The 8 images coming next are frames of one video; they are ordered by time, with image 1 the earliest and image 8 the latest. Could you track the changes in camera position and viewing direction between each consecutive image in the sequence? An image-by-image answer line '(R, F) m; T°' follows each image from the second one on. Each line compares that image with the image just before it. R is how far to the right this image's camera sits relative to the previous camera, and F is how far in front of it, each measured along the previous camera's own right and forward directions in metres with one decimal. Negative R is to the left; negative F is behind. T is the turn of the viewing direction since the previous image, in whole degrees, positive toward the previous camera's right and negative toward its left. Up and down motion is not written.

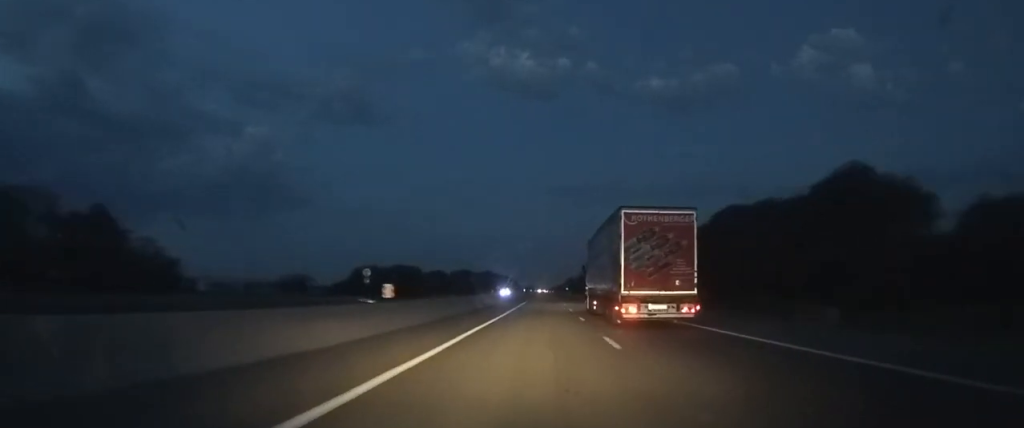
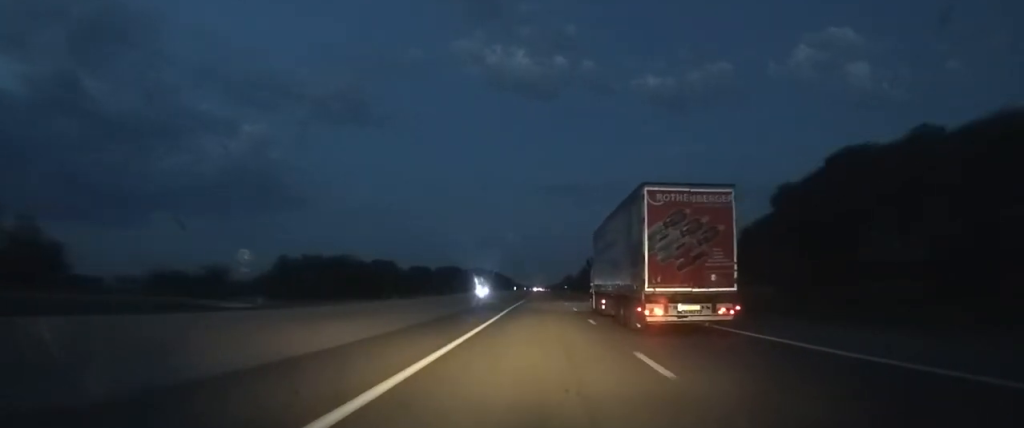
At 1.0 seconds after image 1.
(+0.1, +37.0) m; 0°
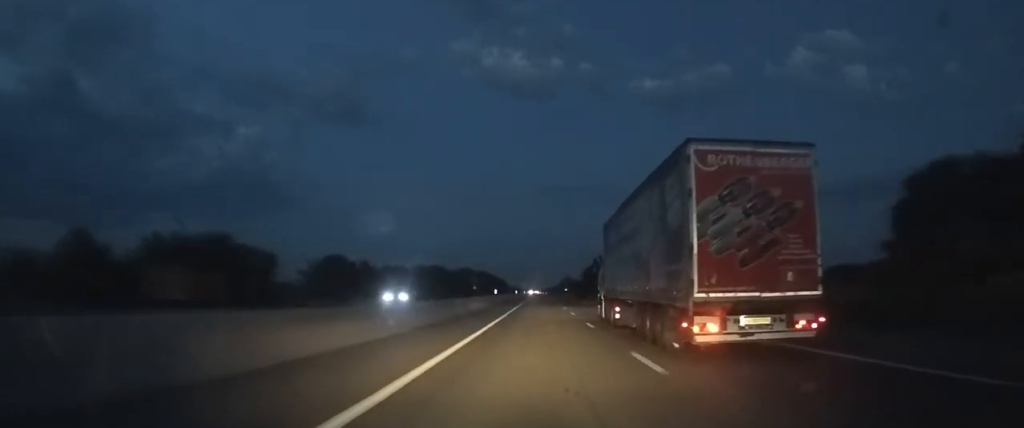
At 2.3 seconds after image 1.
(0.0, +43.0) m; 0°
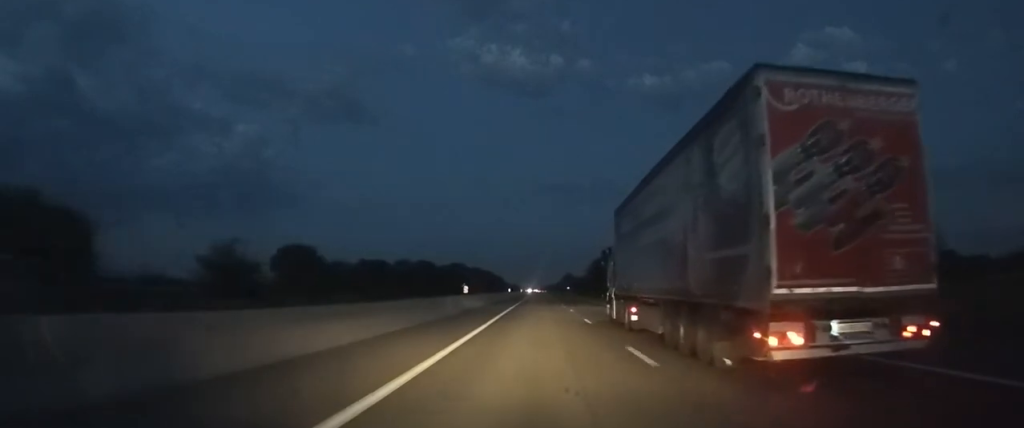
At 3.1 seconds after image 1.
(+0.1, +24.5) m; 0°
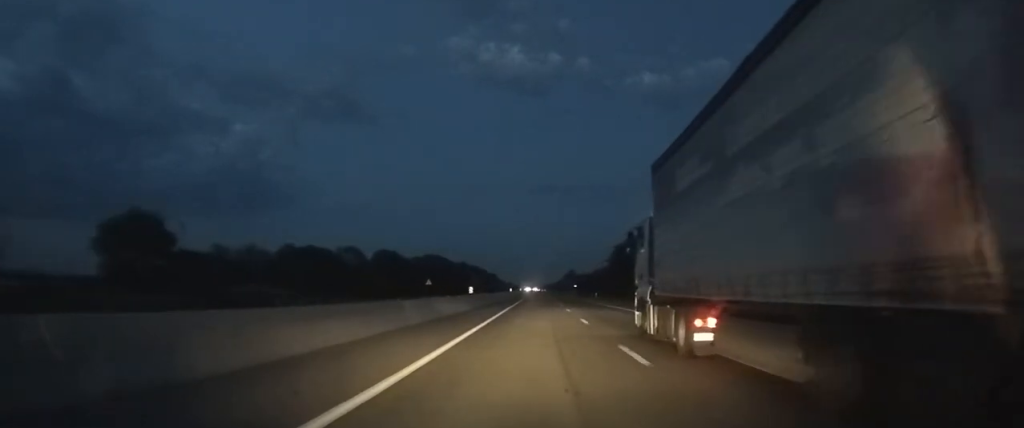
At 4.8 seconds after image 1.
(0.0, +43.3) m; 0°
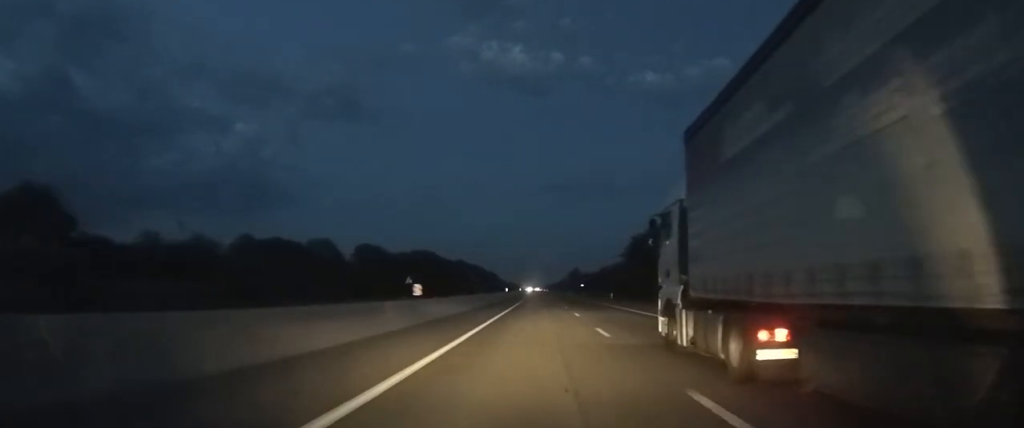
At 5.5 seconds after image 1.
(0.0, +15.0) m; 0°
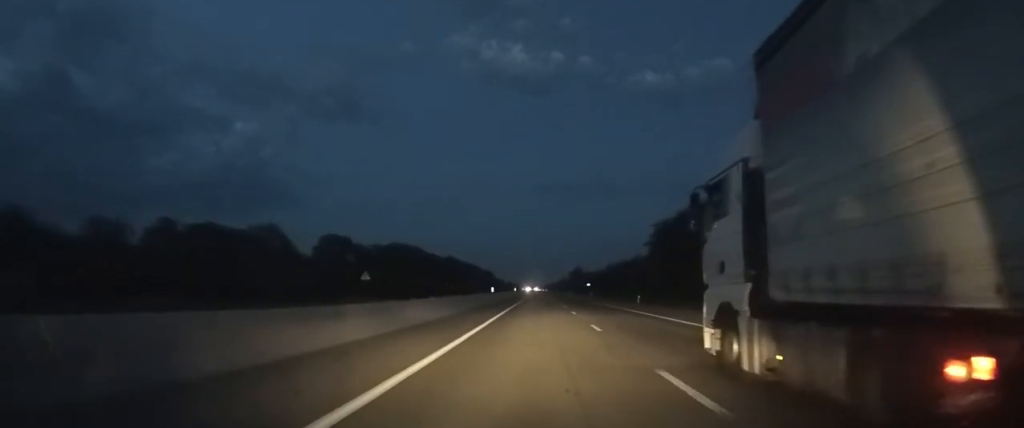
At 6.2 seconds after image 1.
(0.0, +18.3) m; 0°
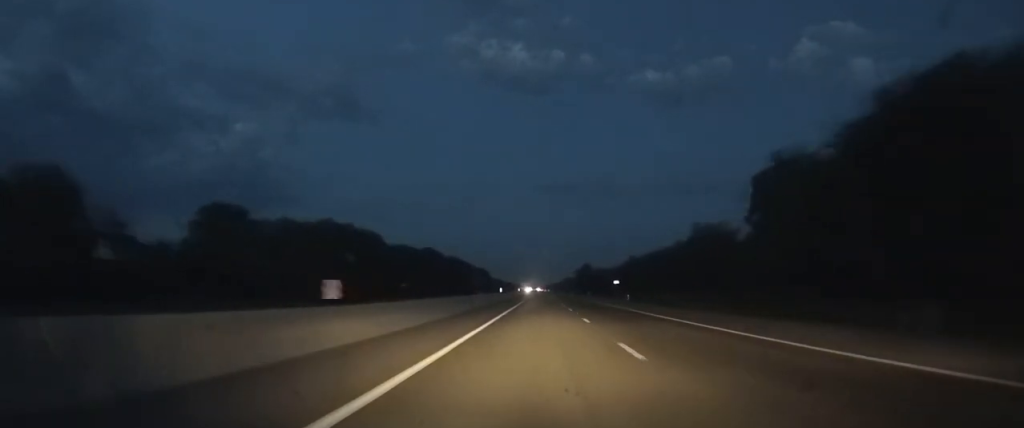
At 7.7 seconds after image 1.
(0.0, +39.7) m; 0°
